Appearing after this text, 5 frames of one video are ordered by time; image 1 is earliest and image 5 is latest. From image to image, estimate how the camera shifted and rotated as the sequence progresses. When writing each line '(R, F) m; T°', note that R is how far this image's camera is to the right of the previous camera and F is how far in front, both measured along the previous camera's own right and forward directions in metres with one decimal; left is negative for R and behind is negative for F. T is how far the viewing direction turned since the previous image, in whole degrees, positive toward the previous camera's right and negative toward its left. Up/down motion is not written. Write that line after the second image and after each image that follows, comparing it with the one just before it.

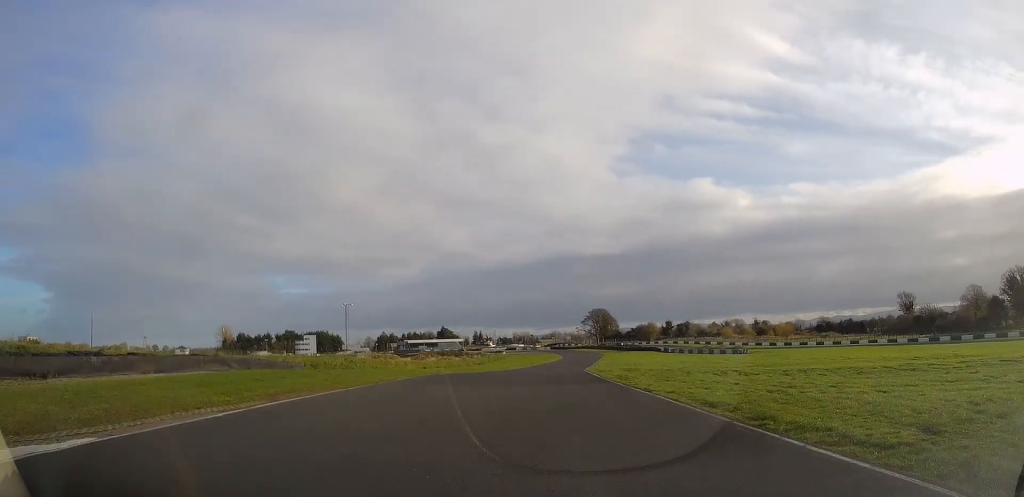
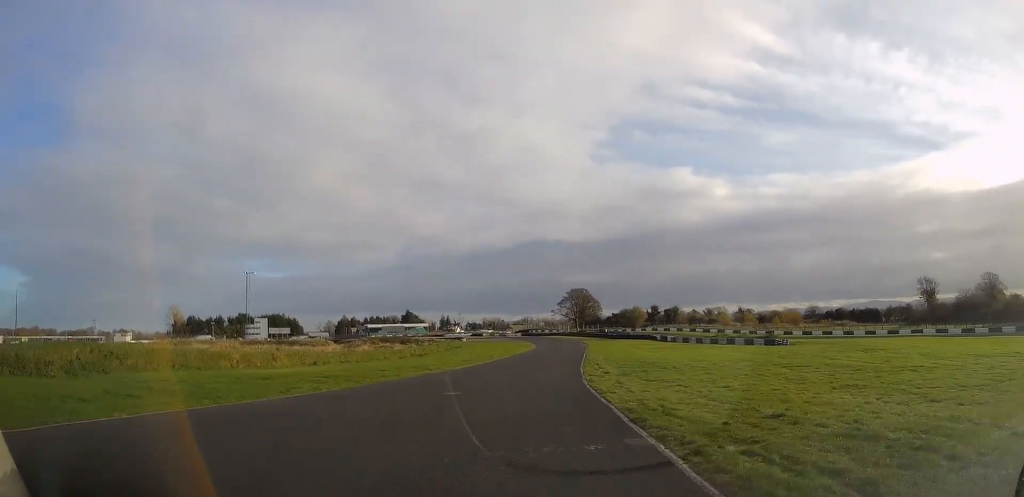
(+0.5, +30.0) m; +2°
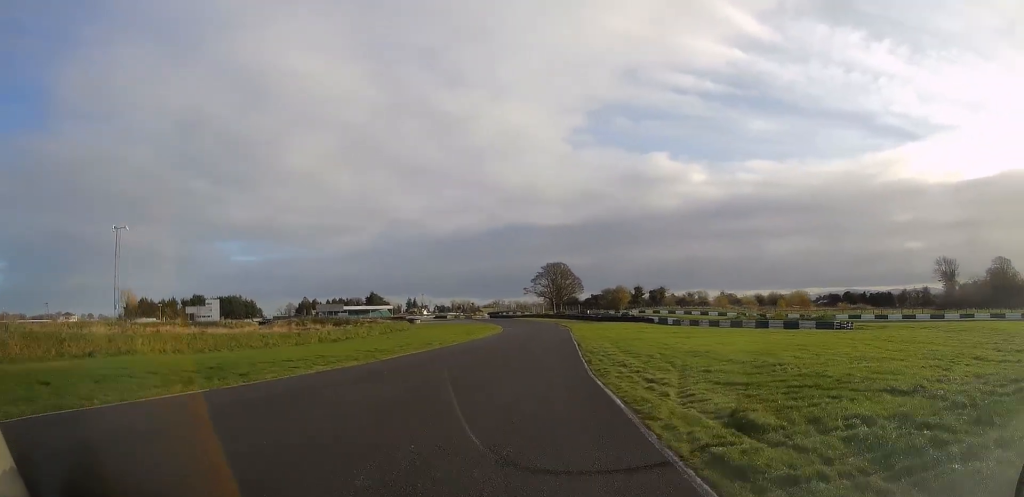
(+0.2, +23.9) m; +1°
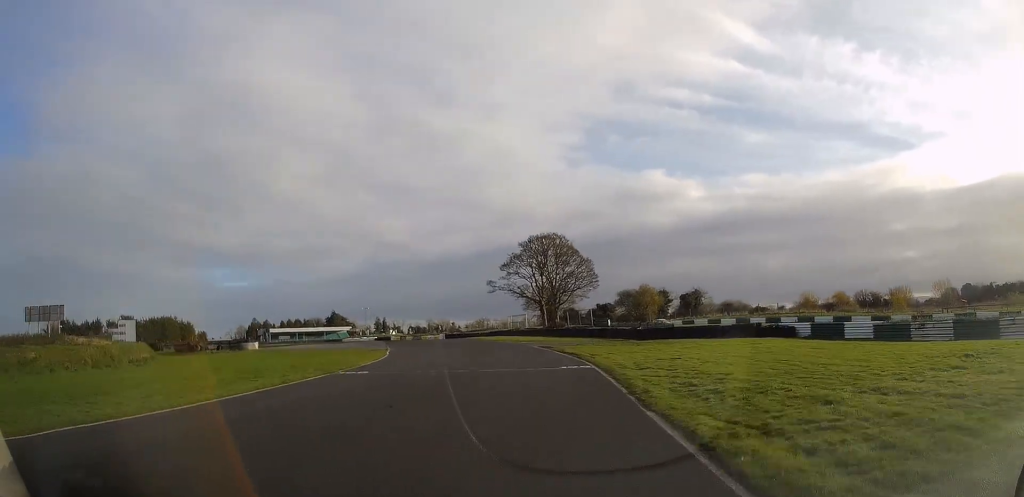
(+2.2, +64.9) m; +1°
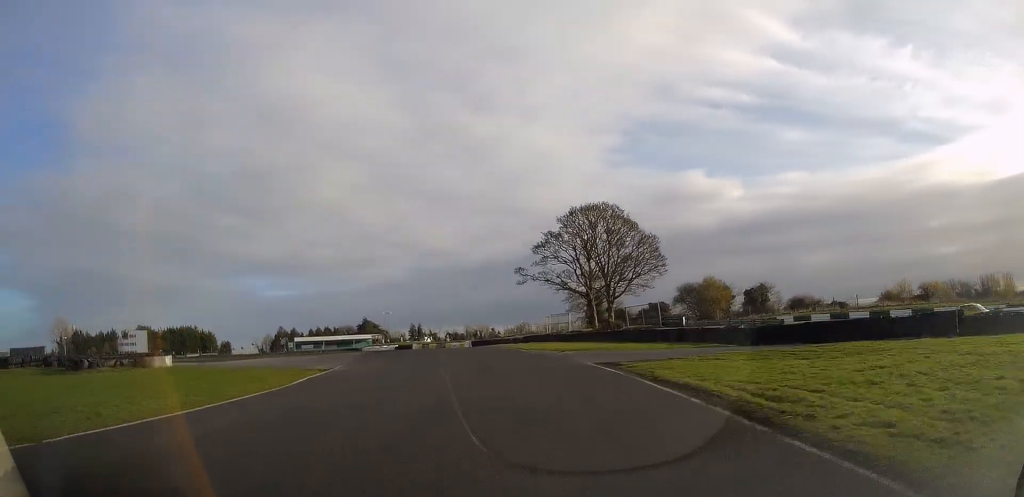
(-0.4, +20.2) m; -3°
